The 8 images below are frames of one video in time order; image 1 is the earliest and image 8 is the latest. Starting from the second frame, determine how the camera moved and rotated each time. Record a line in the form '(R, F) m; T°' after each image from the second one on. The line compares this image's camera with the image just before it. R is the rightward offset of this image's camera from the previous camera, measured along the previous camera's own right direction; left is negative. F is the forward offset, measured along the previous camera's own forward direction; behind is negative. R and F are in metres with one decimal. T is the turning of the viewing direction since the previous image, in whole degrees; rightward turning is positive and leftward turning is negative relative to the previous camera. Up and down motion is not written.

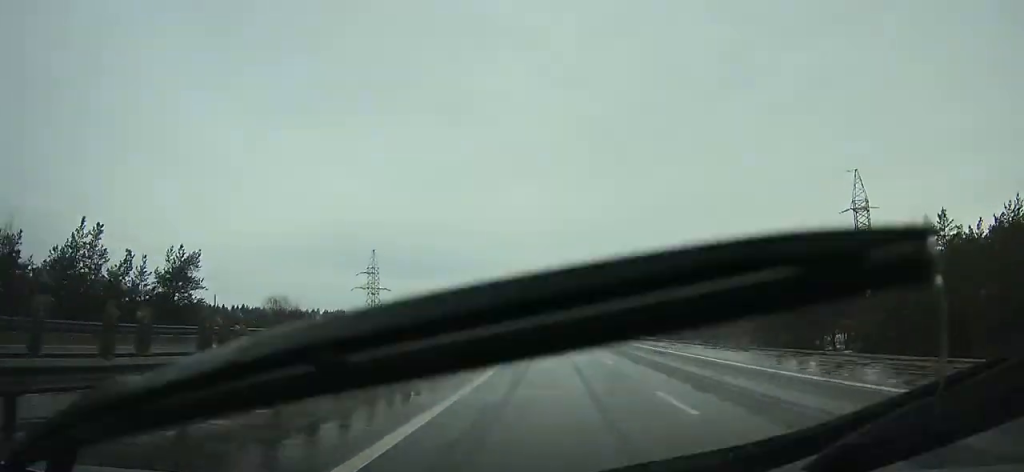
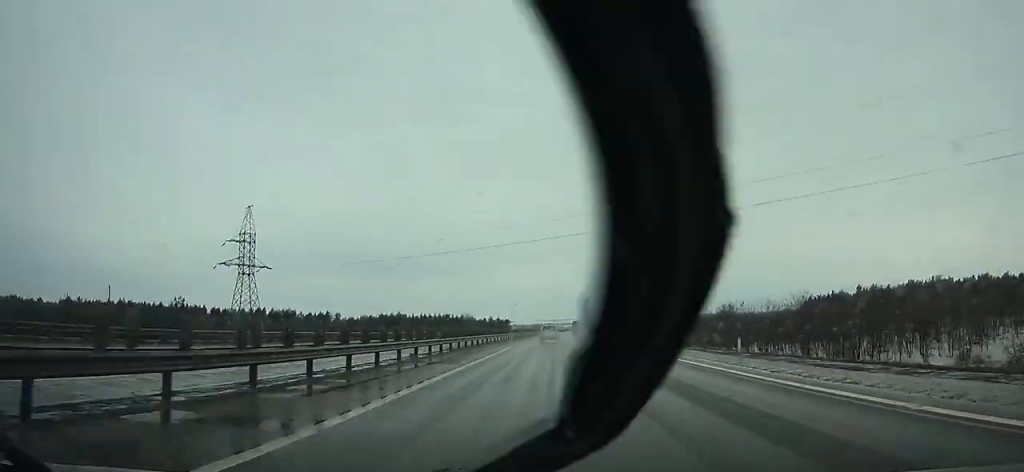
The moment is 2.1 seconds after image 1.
(+1.0, +57.9) m; +2°
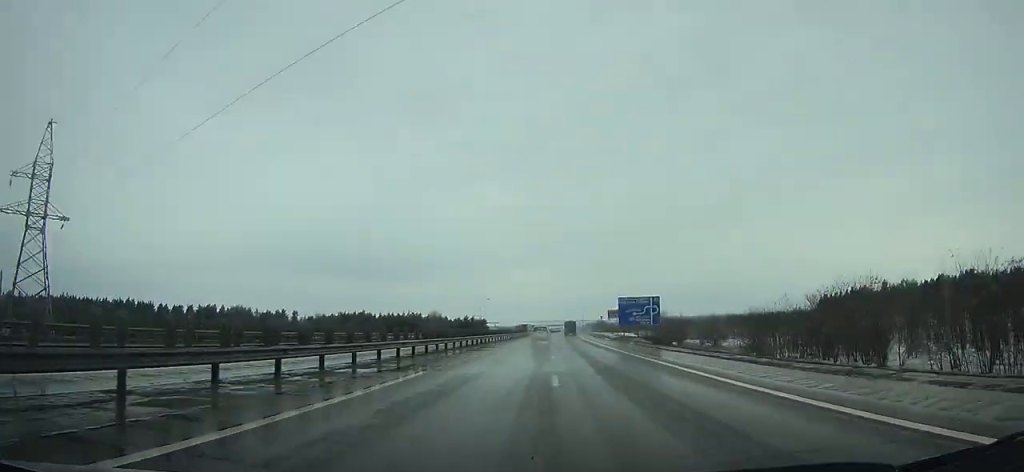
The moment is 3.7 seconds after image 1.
(+0.7, +43.7) m; +1°
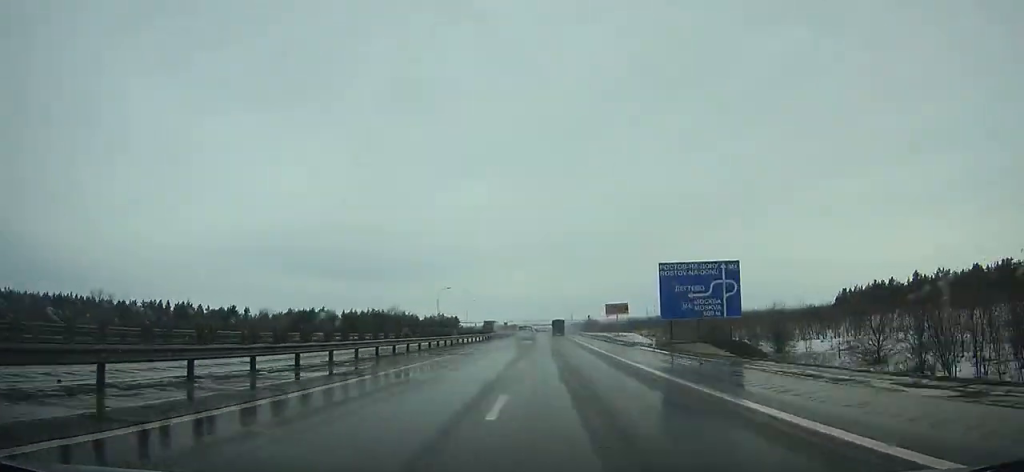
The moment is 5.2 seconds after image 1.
(+0.4, +40.3) m; +1°
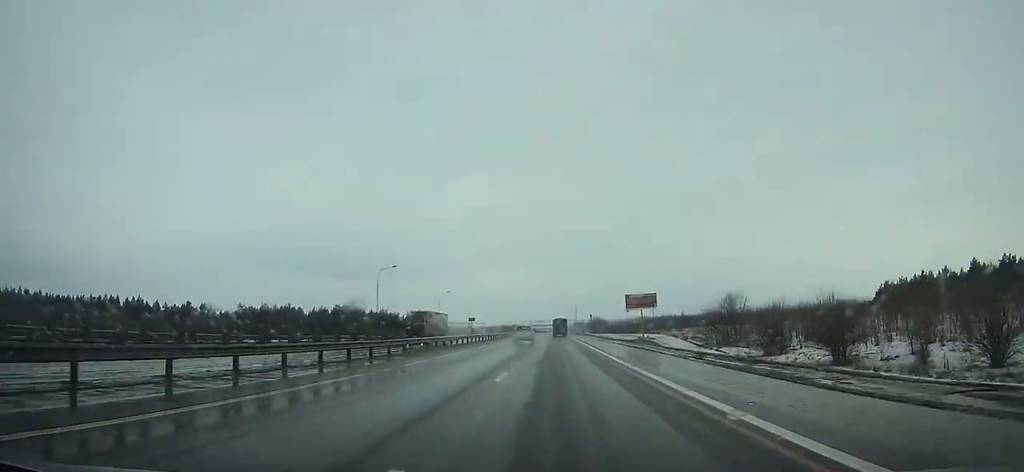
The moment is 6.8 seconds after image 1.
(+0.4, +42.3) m; 0°
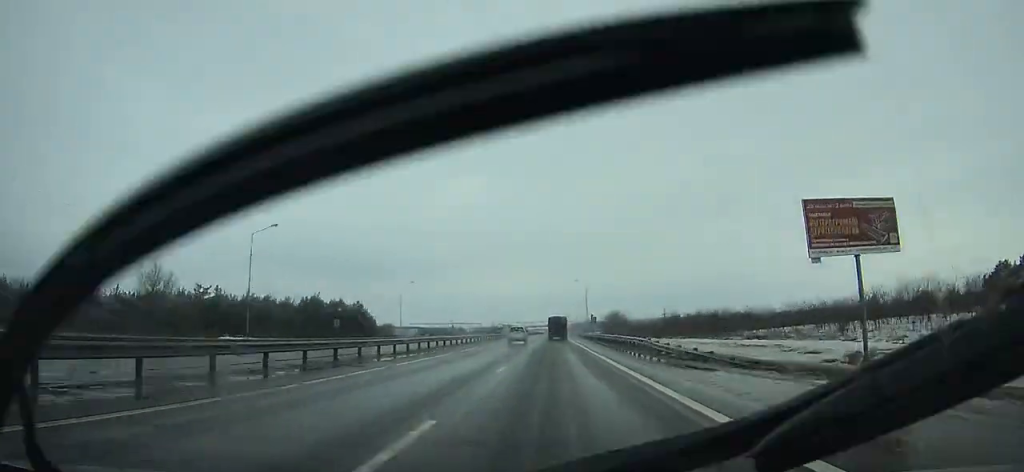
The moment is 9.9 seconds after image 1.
(+0.1, +79.1) m; 0°
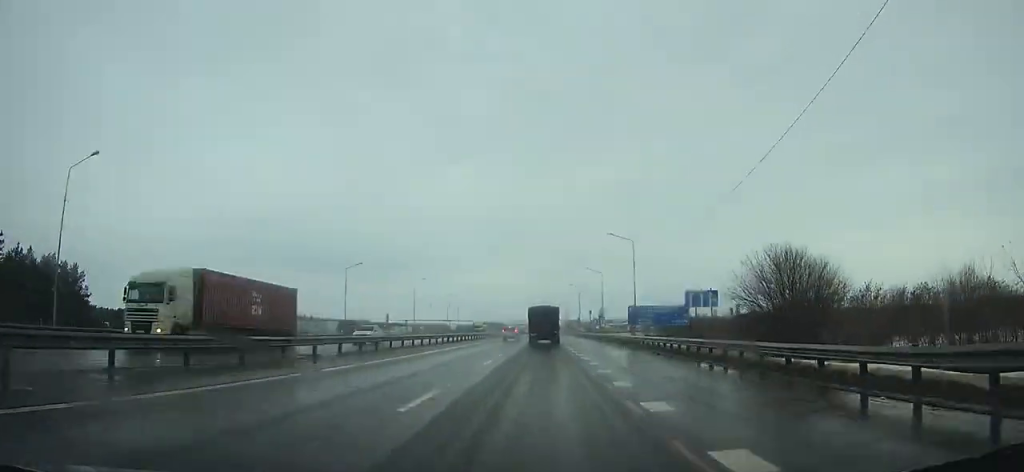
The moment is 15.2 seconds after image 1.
(+0.6, +120.1) m; +1°
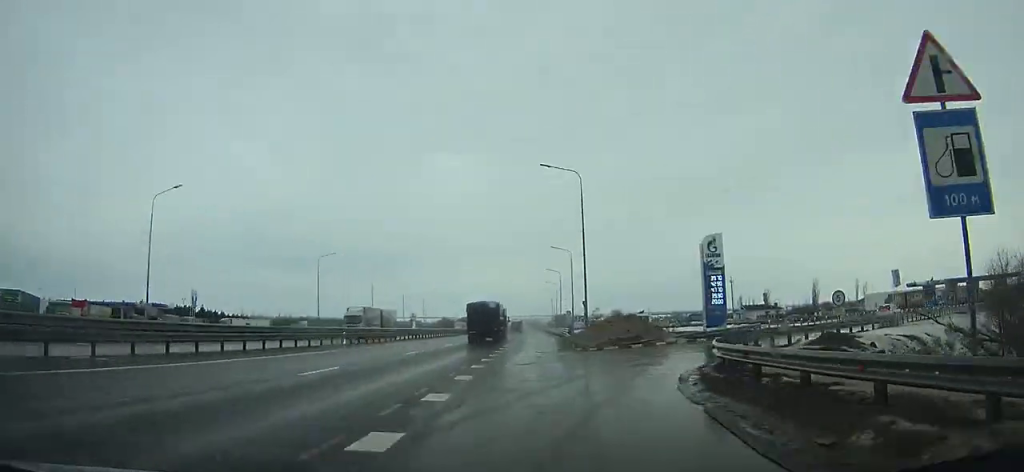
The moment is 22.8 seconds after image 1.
(+2.4, +126.2) m; +11°
